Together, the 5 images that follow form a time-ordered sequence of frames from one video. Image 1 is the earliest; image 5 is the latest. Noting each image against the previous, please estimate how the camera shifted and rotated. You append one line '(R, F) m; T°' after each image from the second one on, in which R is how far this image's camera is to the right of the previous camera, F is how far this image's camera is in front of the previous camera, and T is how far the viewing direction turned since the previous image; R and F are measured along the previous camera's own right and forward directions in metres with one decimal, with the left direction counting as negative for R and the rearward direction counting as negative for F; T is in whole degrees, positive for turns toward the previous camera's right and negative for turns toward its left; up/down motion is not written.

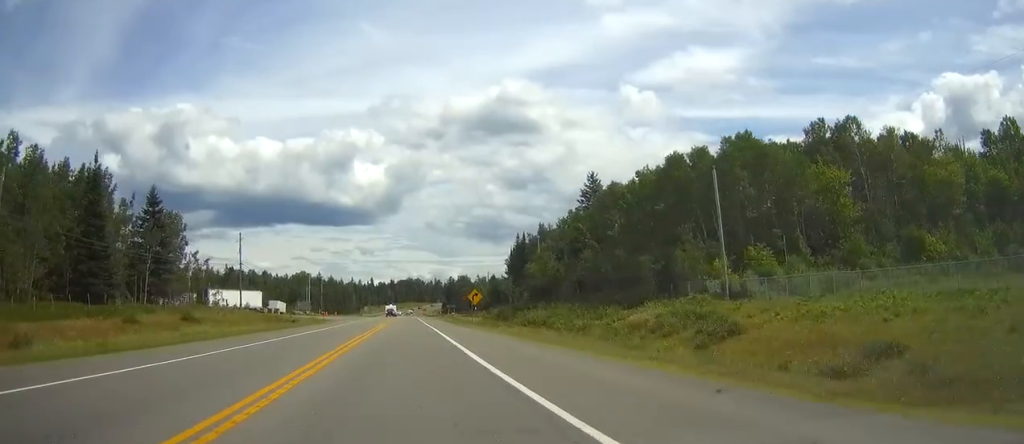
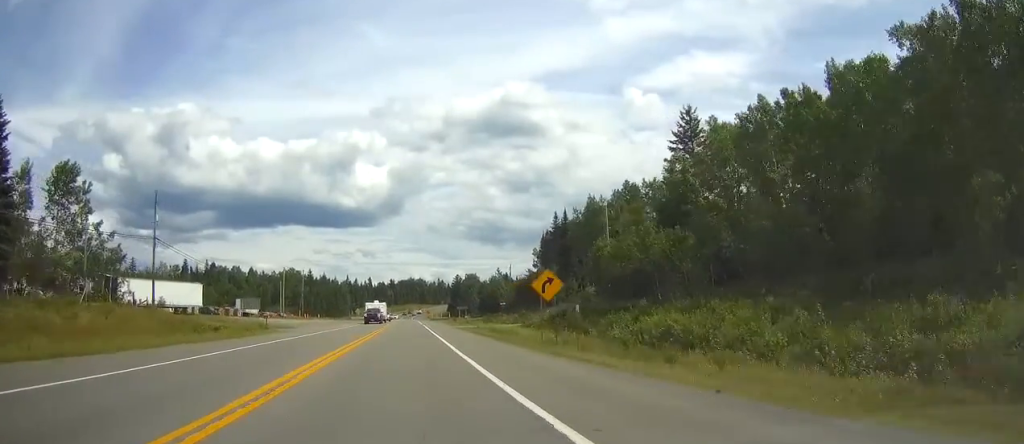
(-0.2, +38.1) m; 0°
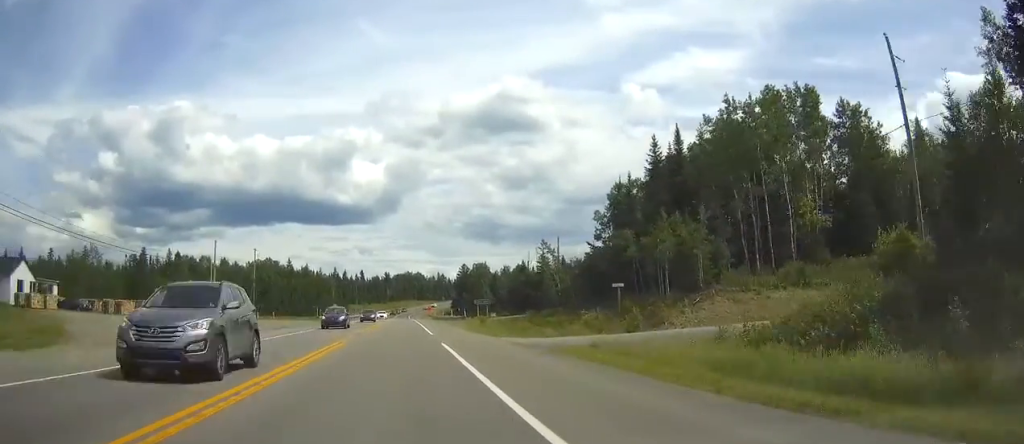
(-0.1, +49.0) m; 0°
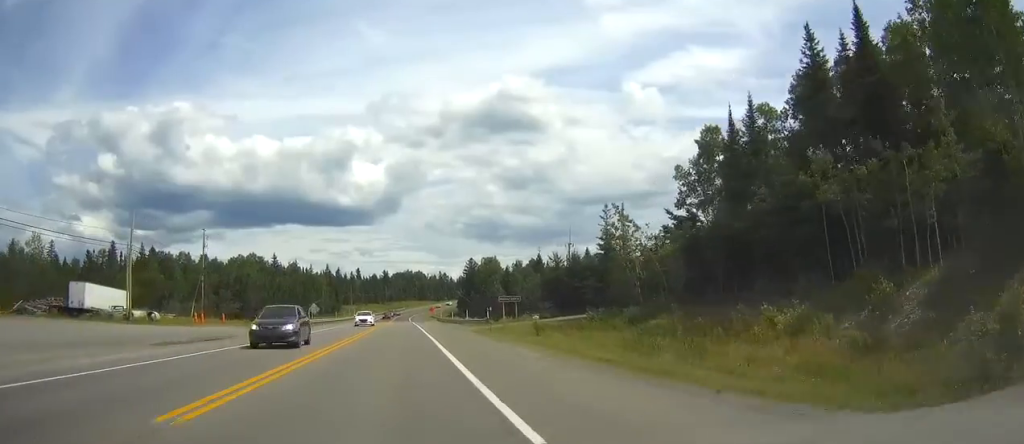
(0.0, +29.5) m; 0°
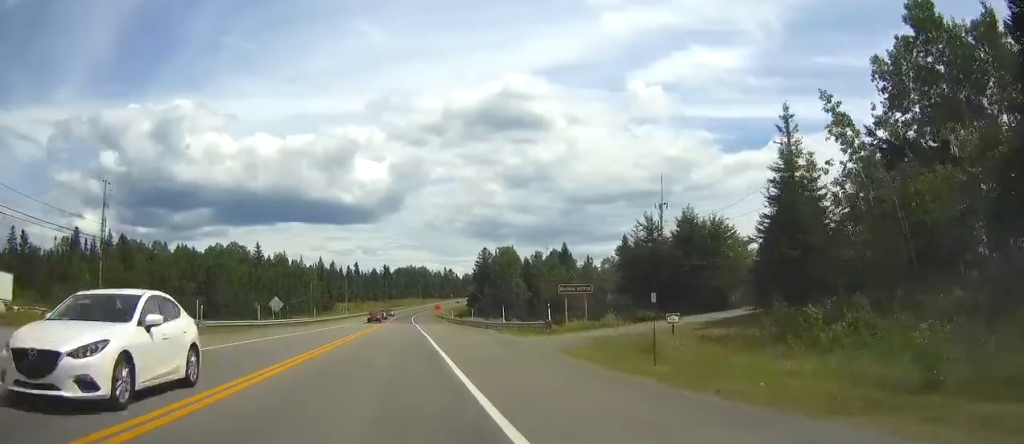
(-0.1, +31.2) m; 0°
